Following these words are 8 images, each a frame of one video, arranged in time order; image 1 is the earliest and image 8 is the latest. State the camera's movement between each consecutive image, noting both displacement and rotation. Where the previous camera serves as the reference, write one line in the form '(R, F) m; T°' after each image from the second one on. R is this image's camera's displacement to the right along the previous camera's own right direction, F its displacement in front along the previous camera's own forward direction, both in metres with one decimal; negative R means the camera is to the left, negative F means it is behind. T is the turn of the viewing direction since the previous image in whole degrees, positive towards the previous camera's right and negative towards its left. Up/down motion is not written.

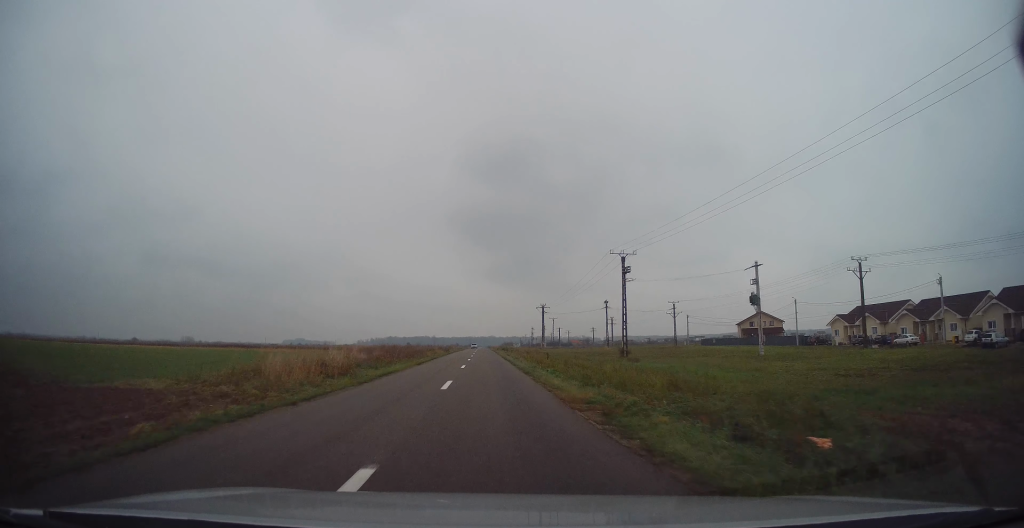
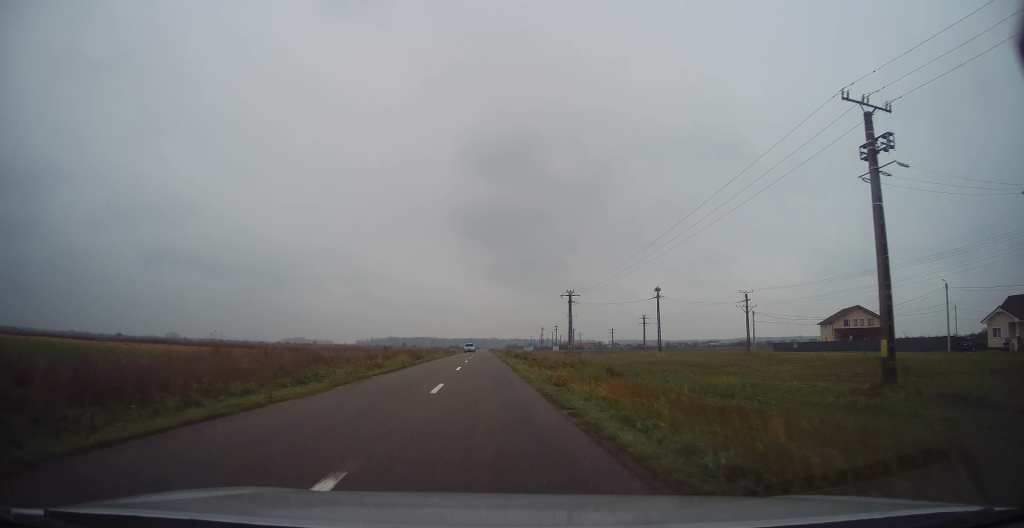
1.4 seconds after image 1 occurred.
(-0.4, +36.9) m; -1°
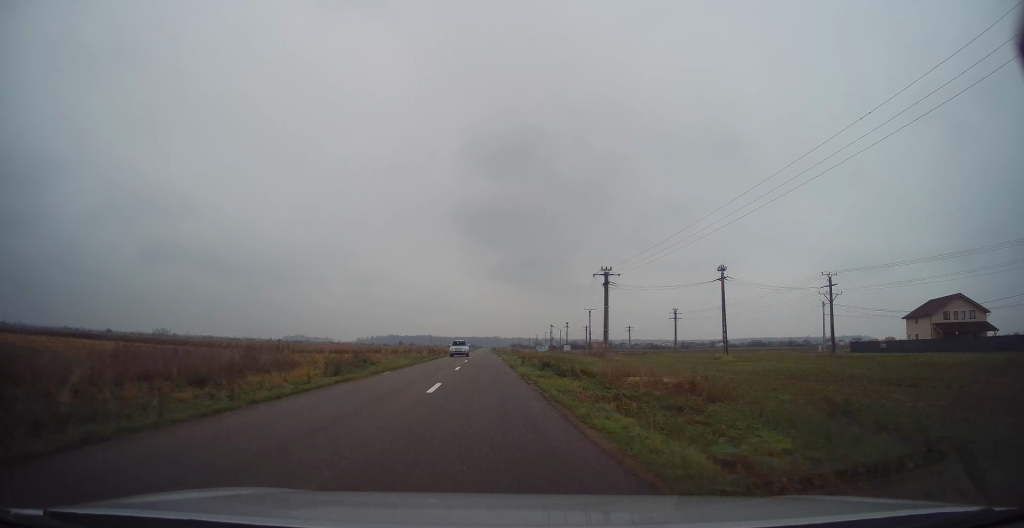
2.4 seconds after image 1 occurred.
(+0.3, +24.2) m; +1°
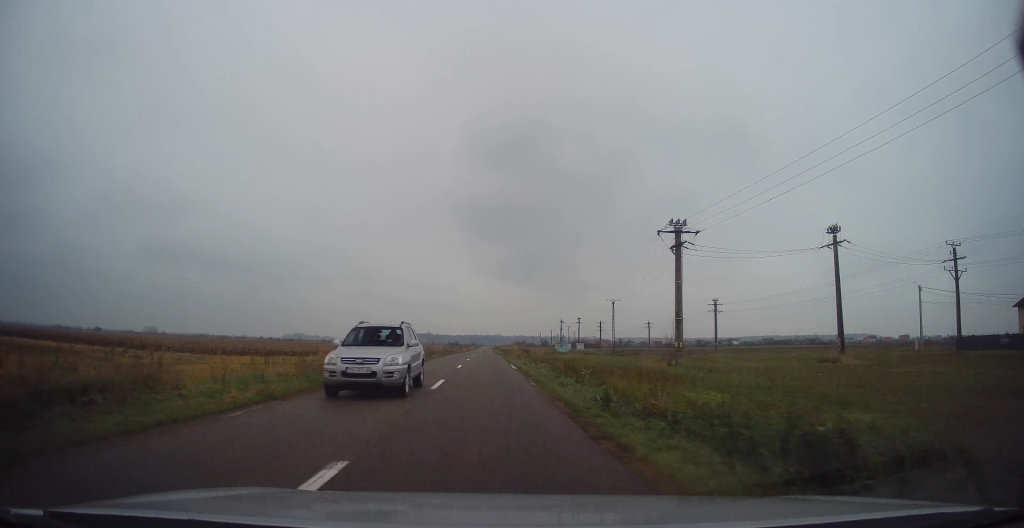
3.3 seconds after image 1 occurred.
(+0.1, +23.0) m; -1°
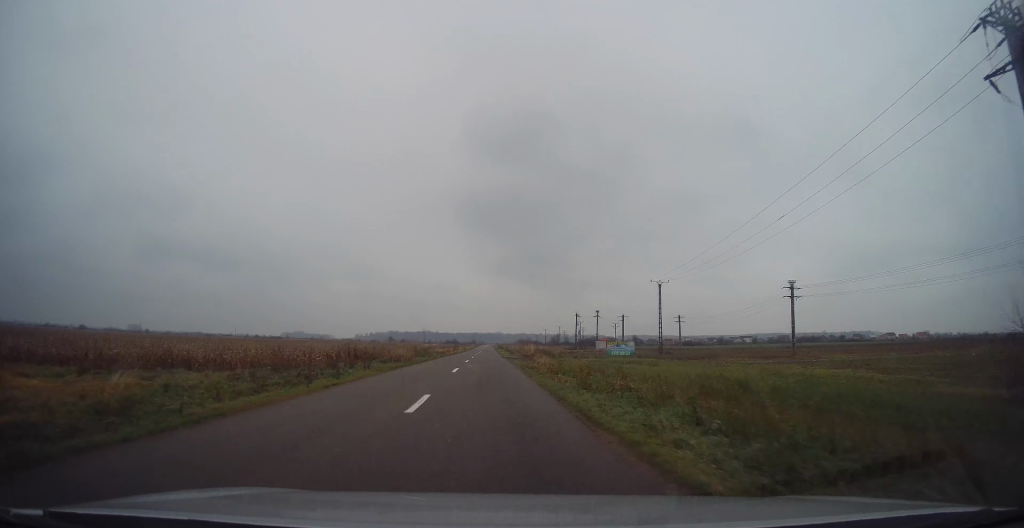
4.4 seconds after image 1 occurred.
(-0.6, +28.8) m; -1°
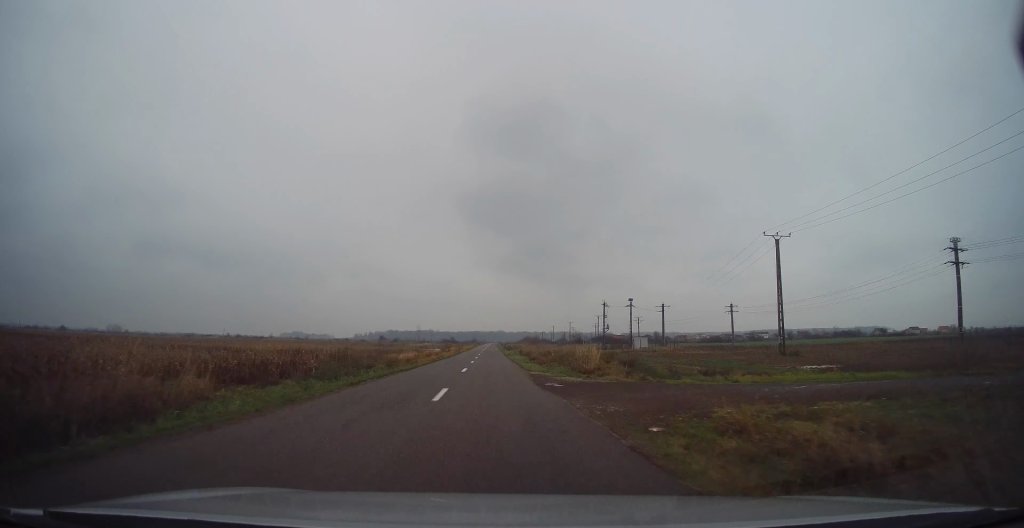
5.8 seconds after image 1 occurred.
(+0.3, +33.9) m; +1°
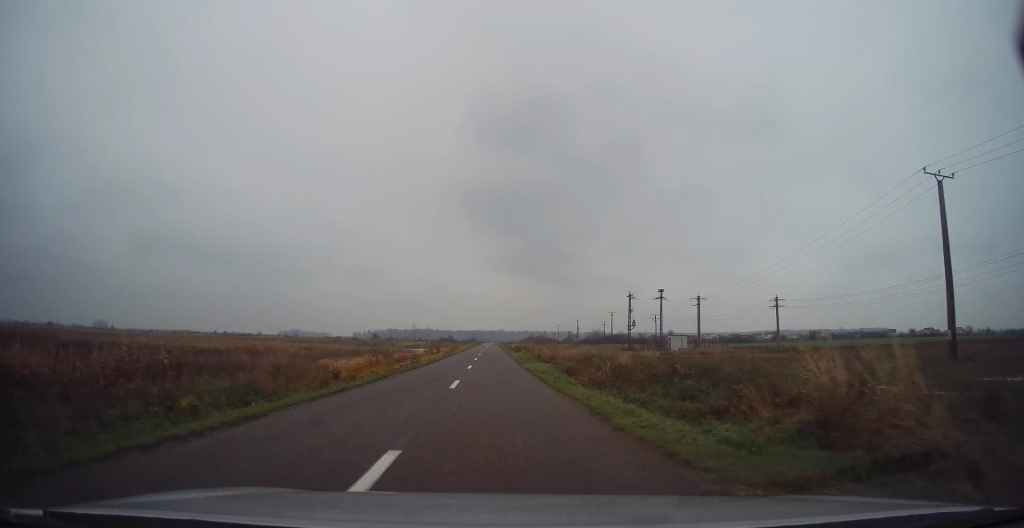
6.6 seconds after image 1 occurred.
(+0.1, +20.6) m; 0°
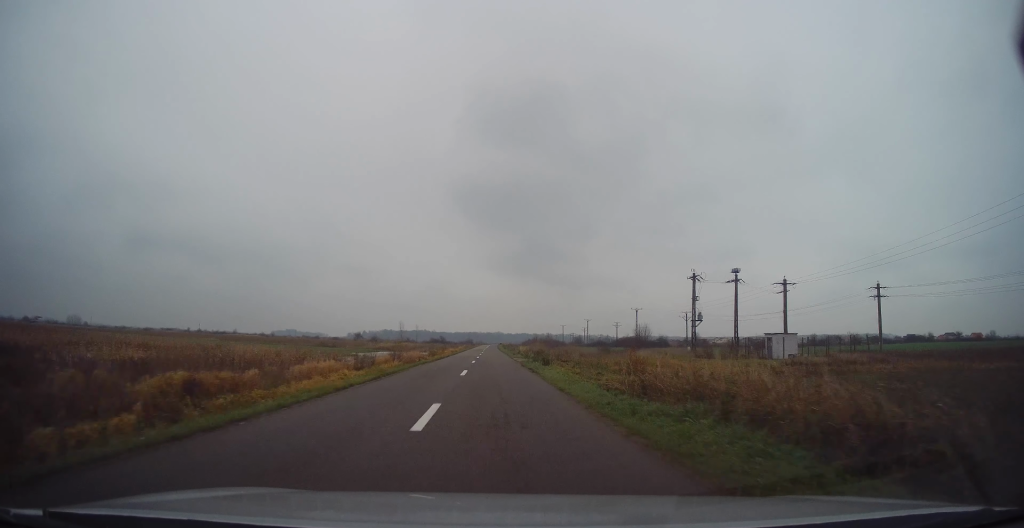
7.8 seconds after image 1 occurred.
(0.0, +31.1) m; 0°
